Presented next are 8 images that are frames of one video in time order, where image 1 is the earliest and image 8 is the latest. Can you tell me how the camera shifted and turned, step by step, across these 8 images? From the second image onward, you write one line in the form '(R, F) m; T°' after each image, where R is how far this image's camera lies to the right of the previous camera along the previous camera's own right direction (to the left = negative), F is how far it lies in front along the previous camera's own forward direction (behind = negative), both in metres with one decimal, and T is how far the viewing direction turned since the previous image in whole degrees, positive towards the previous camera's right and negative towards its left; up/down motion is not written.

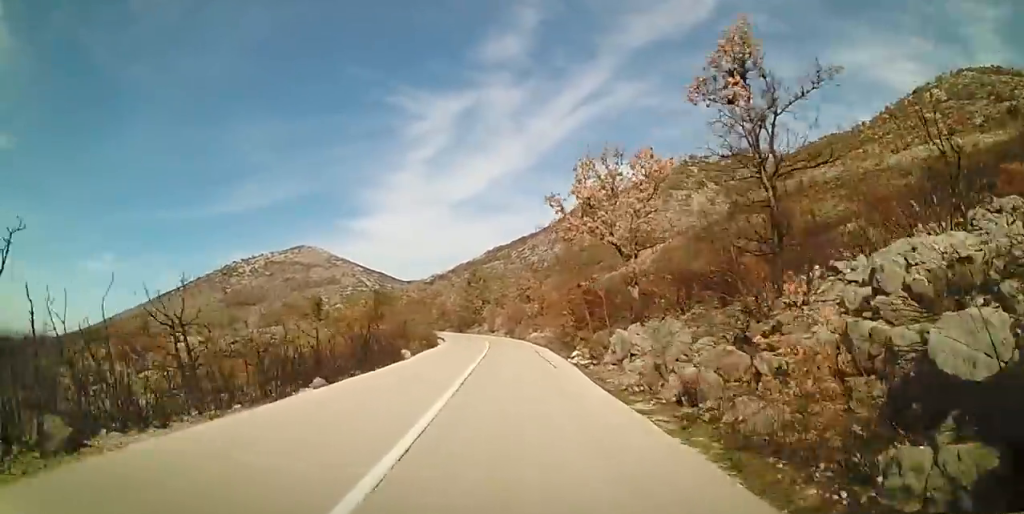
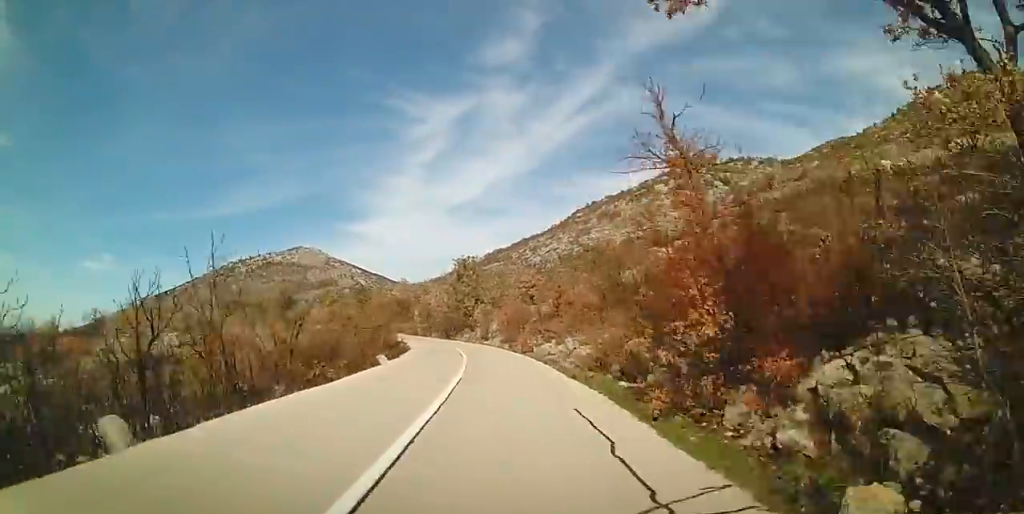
(-0.2, +16.9) m; -2°
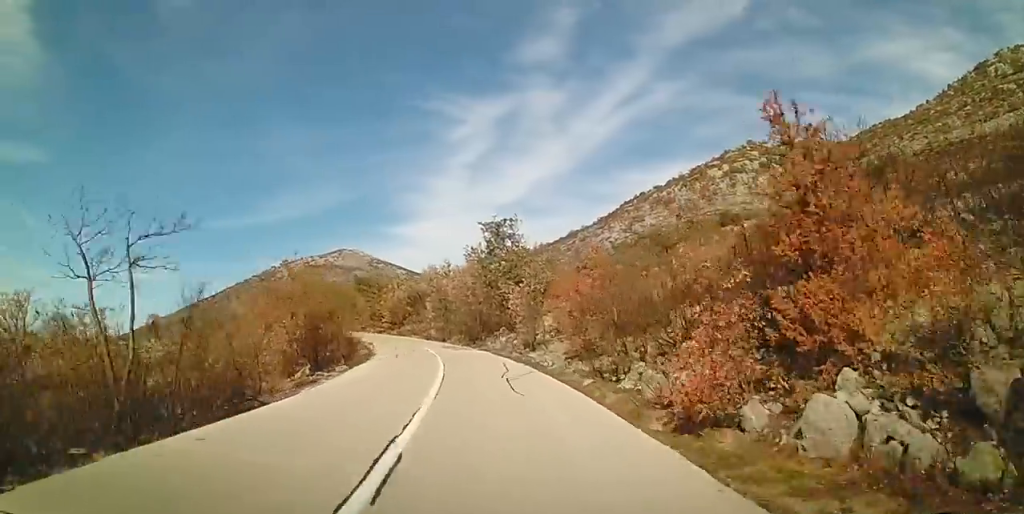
(-0.6, +23.3) m; -5°
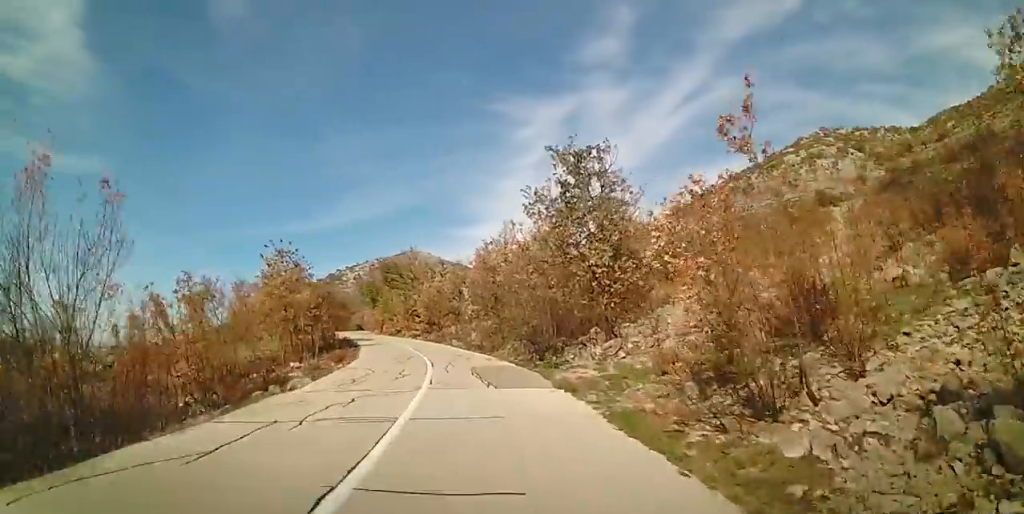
(-1.2, +18.0) m; -6°
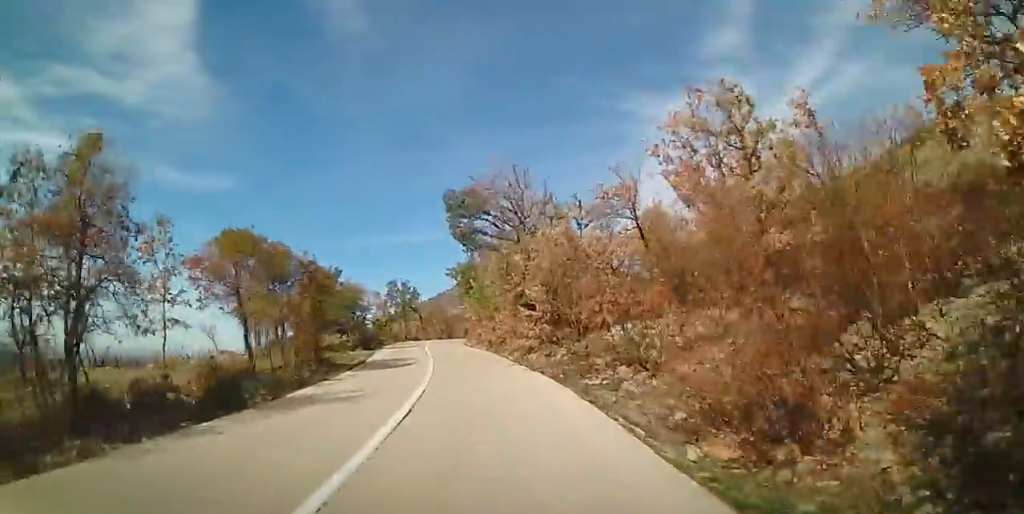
(-2.1, +27.7) m; -12°
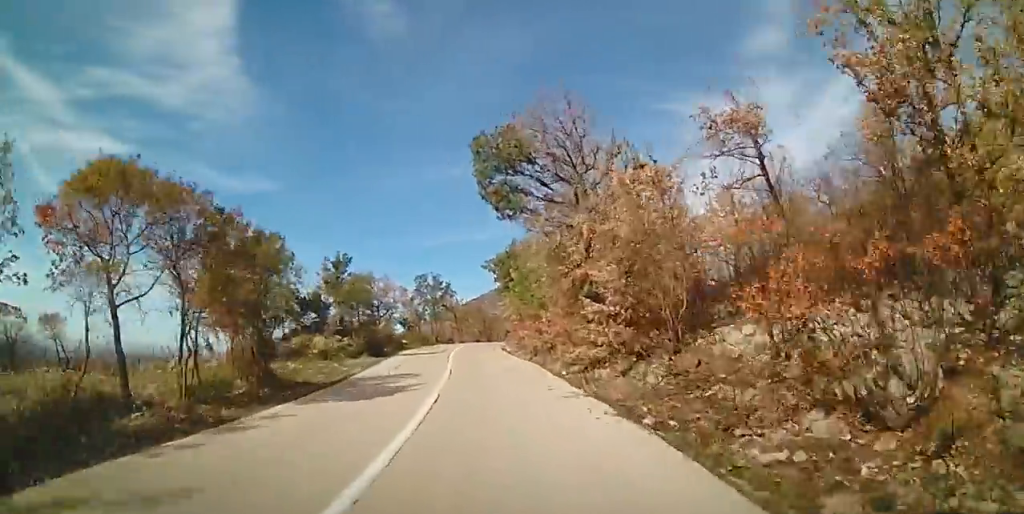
(-0.3, +7.5) m; -4°
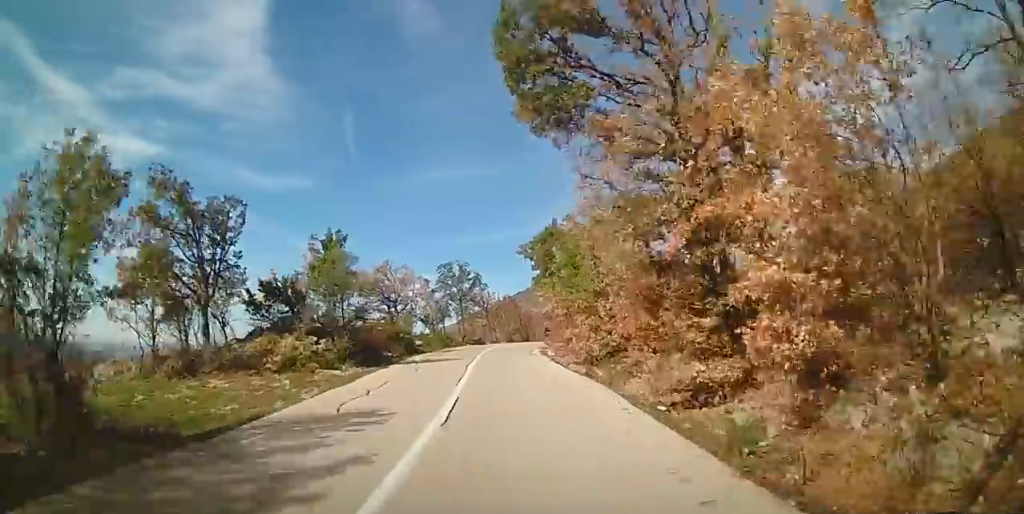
(-0.3, +7.5) m; -4°
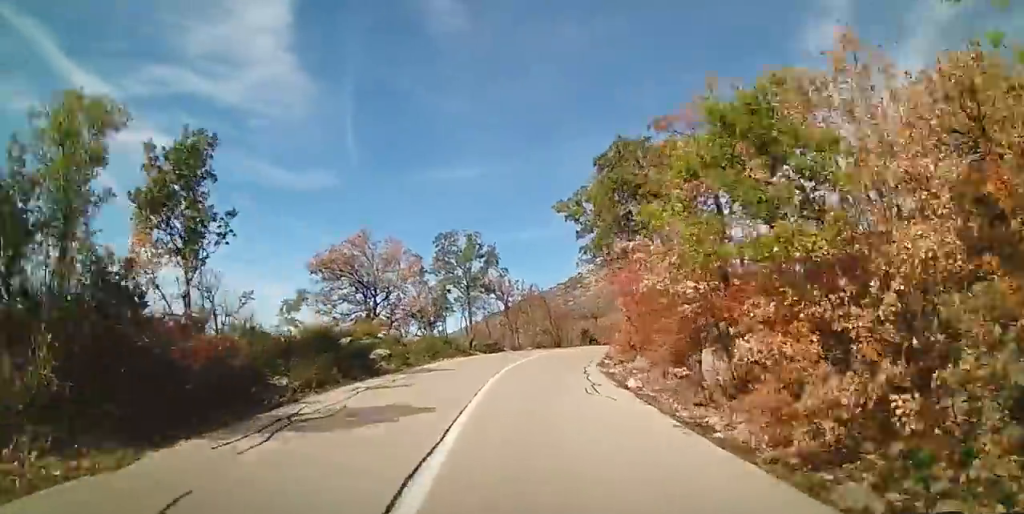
(-0.8, +13.3) m; -1°
